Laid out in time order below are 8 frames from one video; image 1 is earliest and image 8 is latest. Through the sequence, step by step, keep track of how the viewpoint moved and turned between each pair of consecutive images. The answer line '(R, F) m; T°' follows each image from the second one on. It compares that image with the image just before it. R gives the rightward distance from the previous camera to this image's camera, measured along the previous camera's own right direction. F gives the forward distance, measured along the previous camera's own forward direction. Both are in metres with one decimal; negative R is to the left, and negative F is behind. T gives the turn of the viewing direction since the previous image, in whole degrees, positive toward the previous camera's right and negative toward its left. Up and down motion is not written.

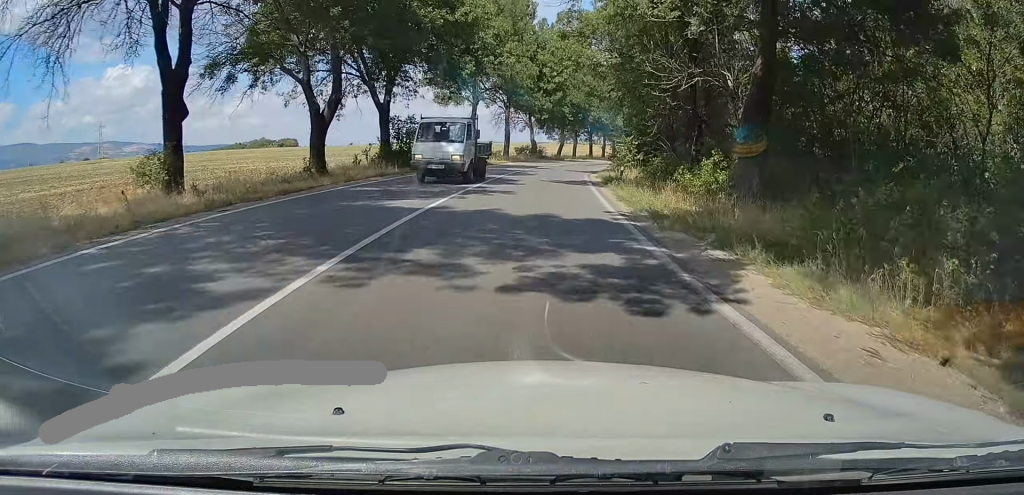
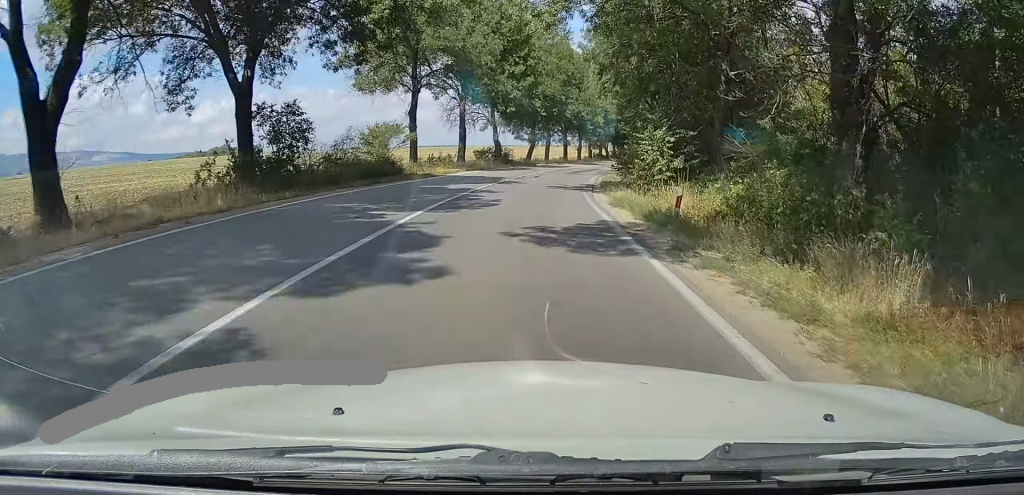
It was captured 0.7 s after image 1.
(+0.7, +15.4) m; +4°
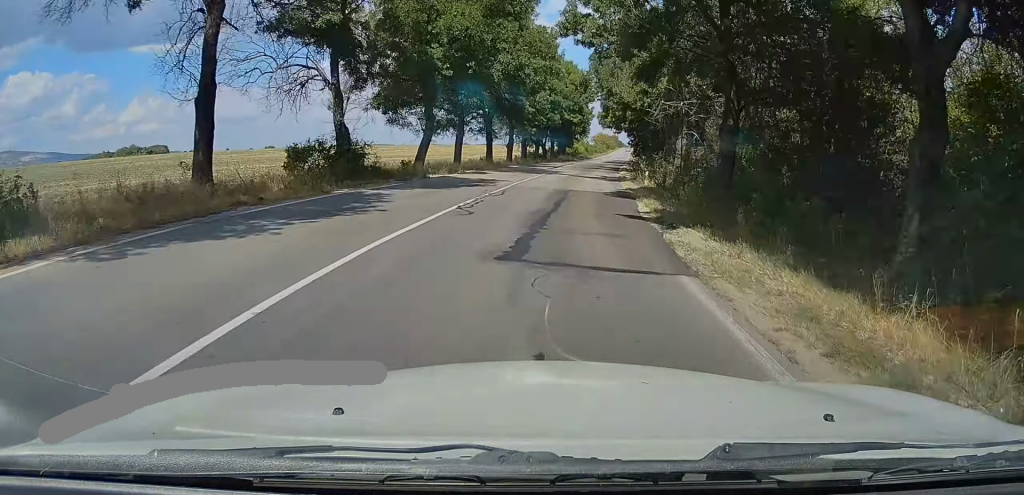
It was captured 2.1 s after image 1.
(+2.5, +33.2) m; +9°
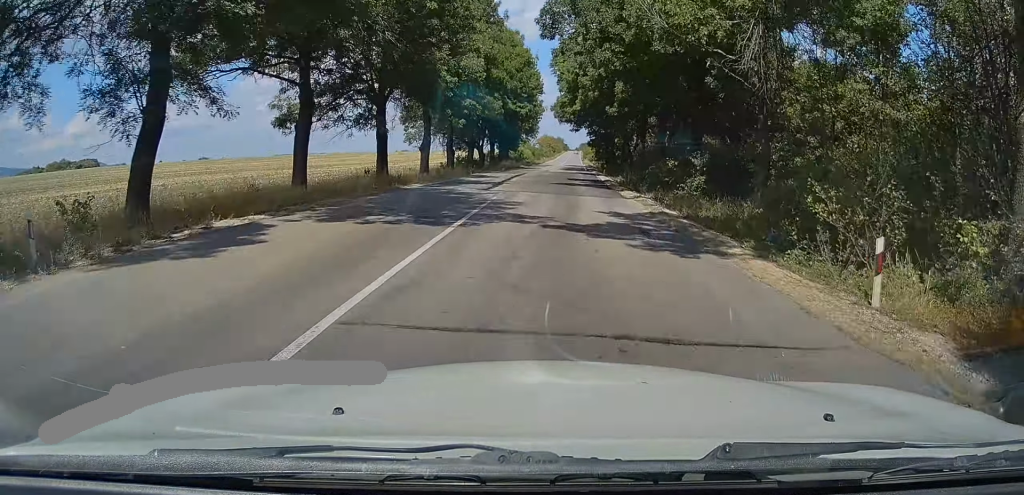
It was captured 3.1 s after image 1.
(+1.3, +24.5) m; +5°
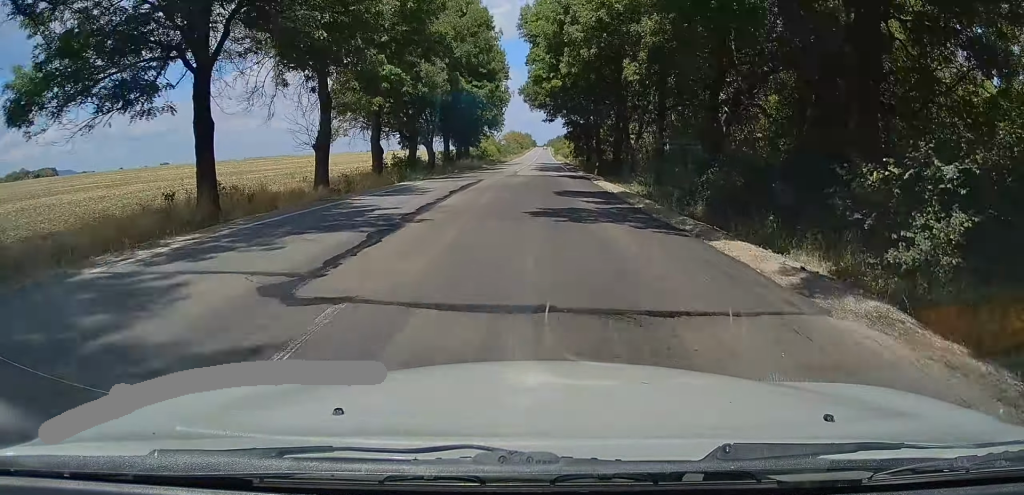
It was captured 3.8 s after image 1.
(+0.6, +16.9) m; +3°
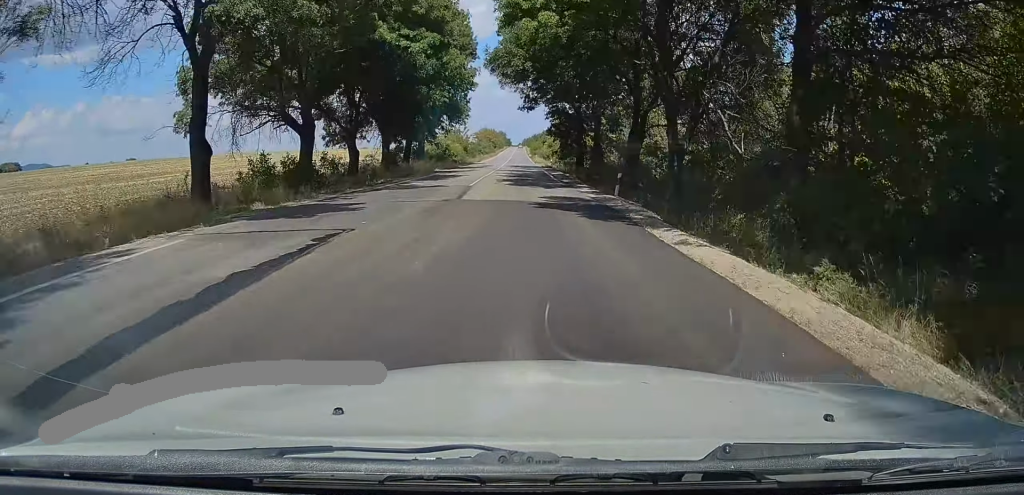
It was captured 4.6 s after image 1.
(+0.5, +19.3) m; +3°
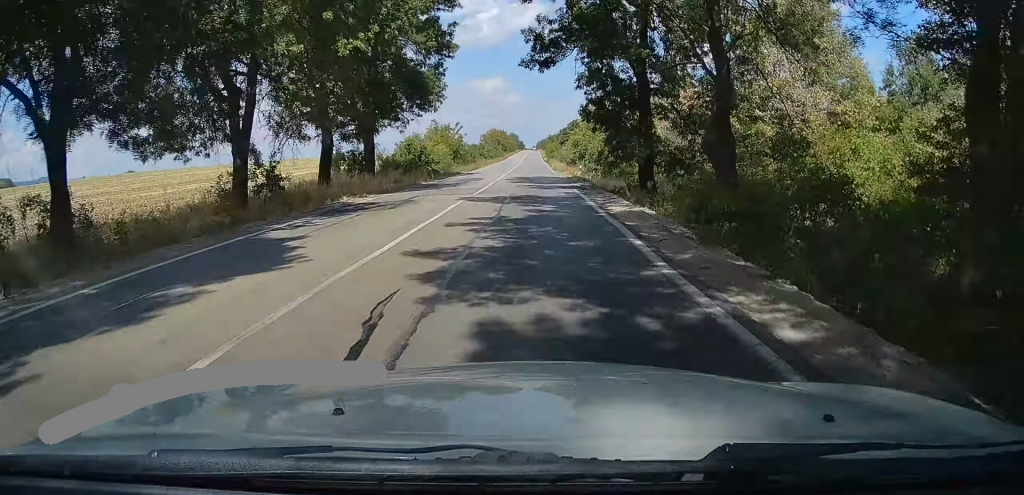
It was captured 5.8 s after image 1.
(+0.7, +27.5) m; +2°
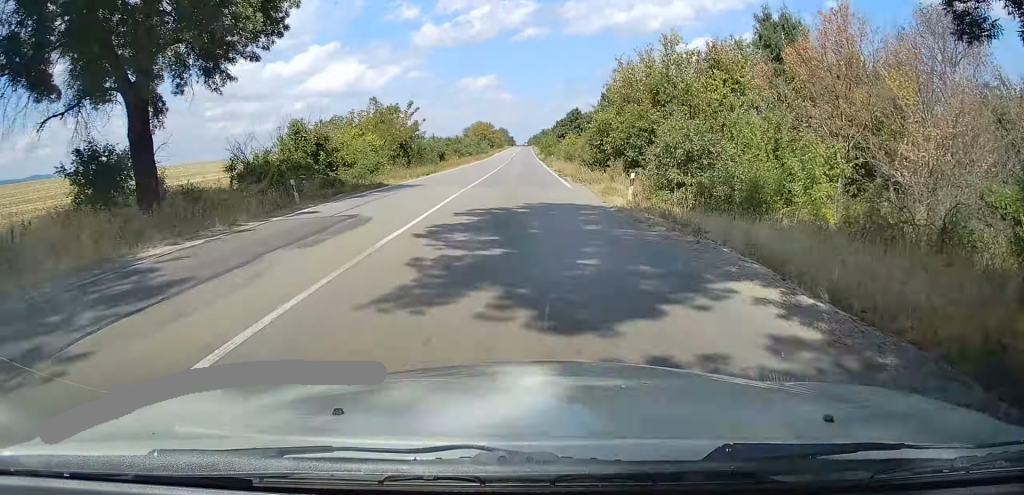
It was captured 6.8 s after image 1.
(+0.3, +25.9) m; +1°
